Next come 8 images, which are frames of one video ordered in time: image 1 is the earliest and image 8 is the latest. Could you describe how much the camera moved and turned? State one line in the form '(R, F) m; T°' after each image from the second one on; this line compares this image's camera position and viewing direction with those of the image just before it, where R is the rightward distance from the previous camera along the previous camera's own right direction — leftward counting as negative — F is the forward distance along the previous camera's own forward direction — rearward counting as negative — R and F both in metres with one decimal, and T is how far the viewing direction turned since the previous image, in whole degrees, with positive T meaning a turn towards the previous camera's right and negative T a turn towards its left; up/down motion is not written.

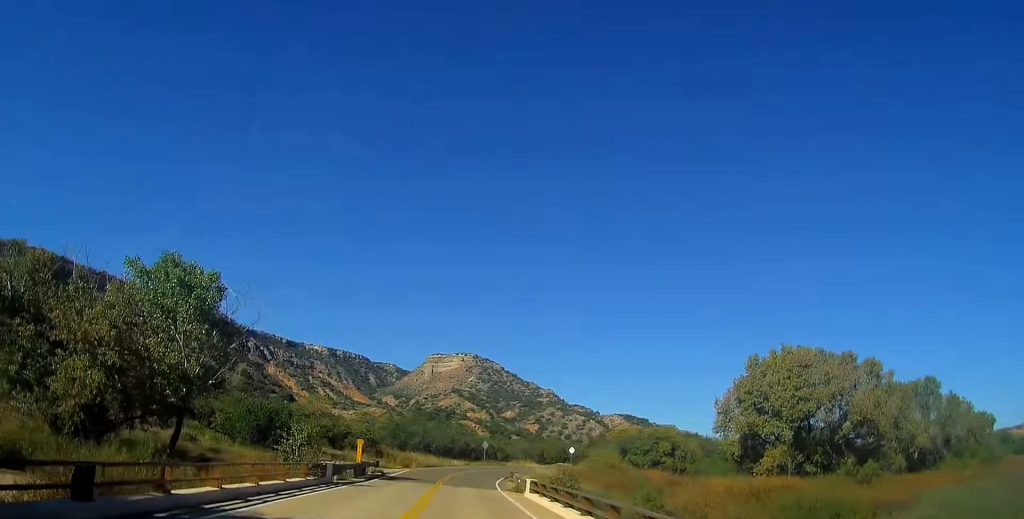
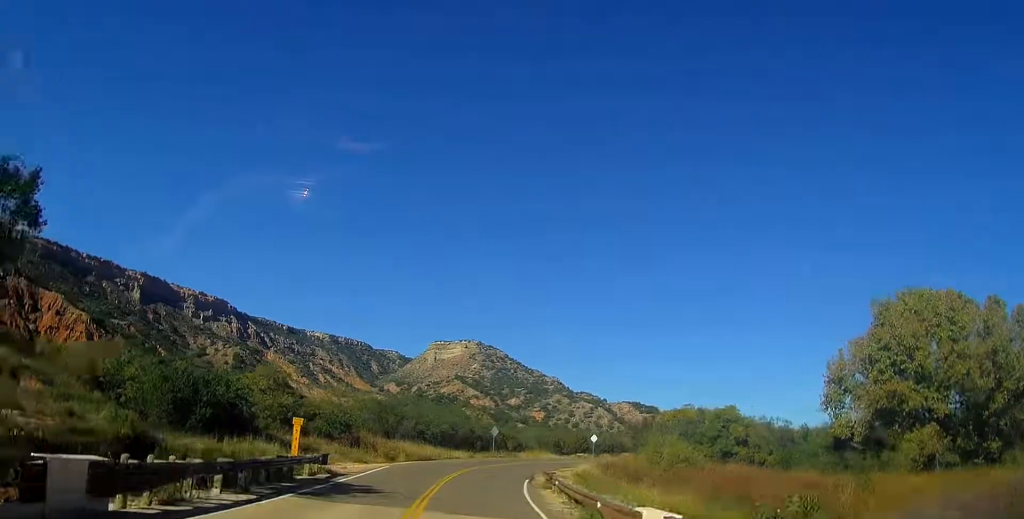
(-0.3, +18.5) m; -1°
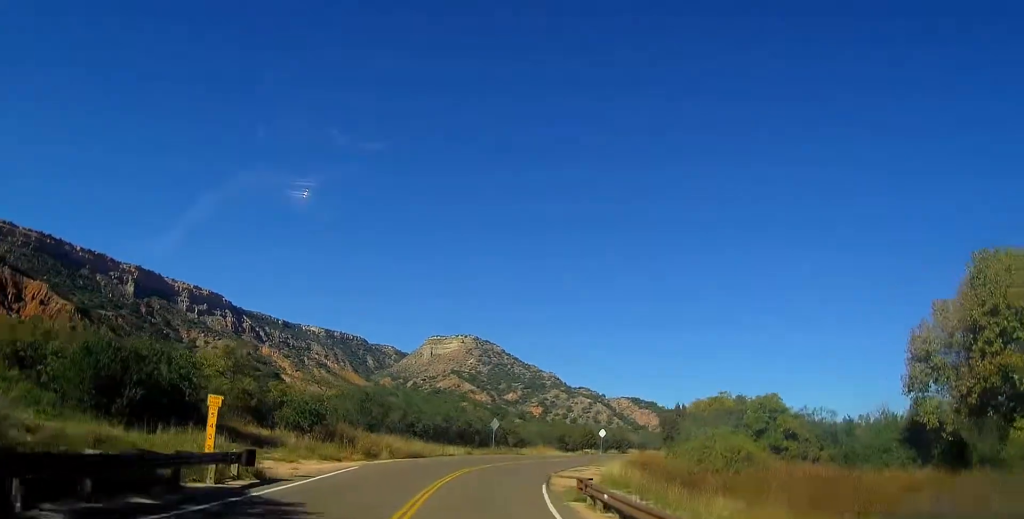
(+0.1, +9.3) m; +2°
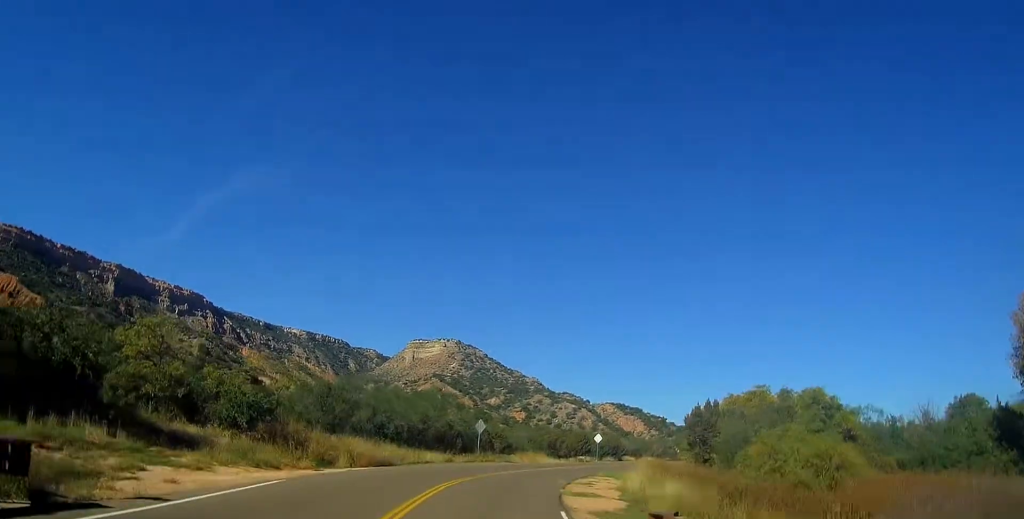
(+0.1, +9.5) m; +2°
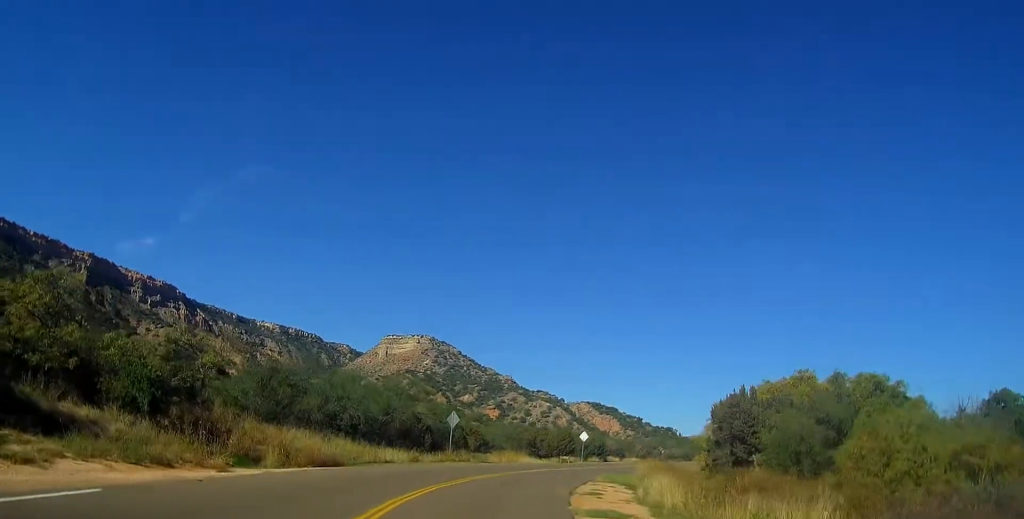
(+0.1, +8.2) m; +2°
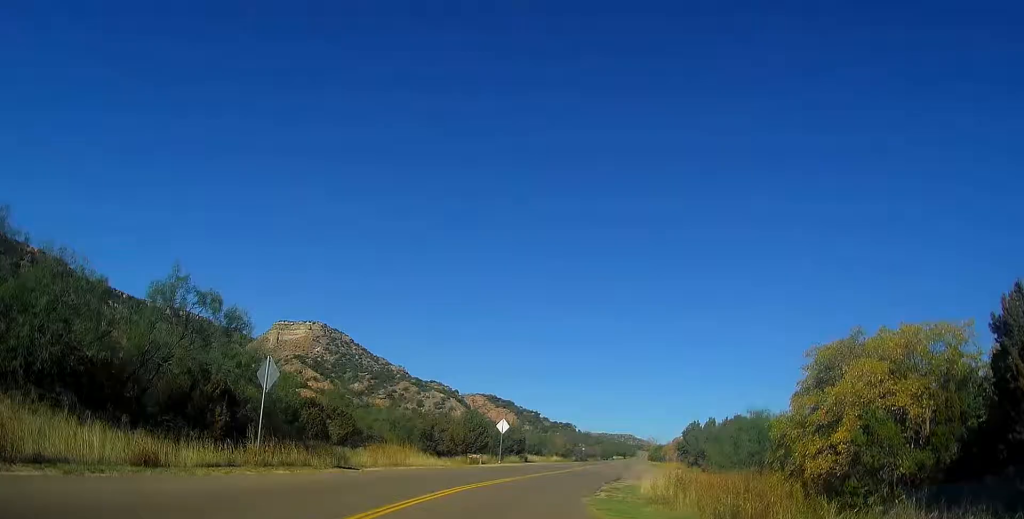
(+1.8, +24.2) m; +9°
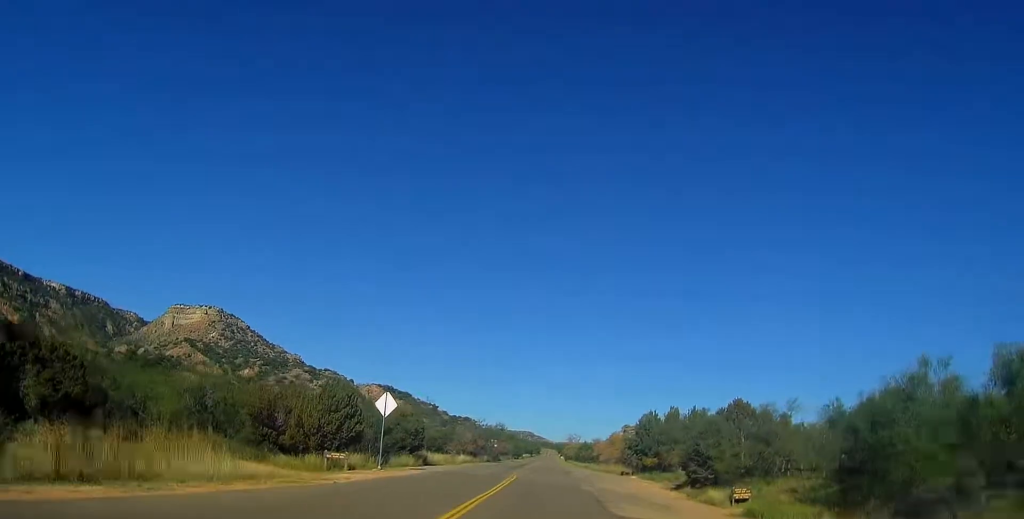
(+1.6, +22.2) m; +9°
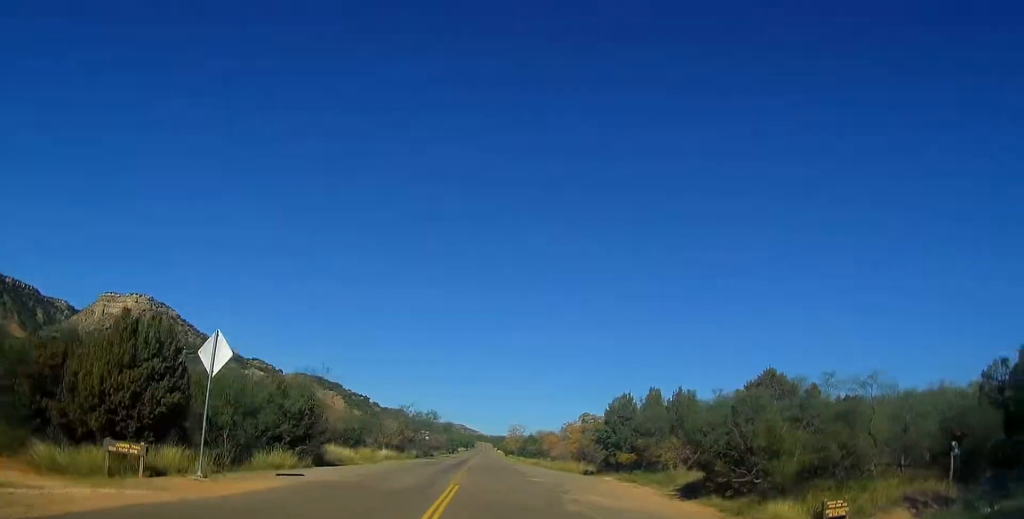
(+0.7, +15.0) m; +5°
